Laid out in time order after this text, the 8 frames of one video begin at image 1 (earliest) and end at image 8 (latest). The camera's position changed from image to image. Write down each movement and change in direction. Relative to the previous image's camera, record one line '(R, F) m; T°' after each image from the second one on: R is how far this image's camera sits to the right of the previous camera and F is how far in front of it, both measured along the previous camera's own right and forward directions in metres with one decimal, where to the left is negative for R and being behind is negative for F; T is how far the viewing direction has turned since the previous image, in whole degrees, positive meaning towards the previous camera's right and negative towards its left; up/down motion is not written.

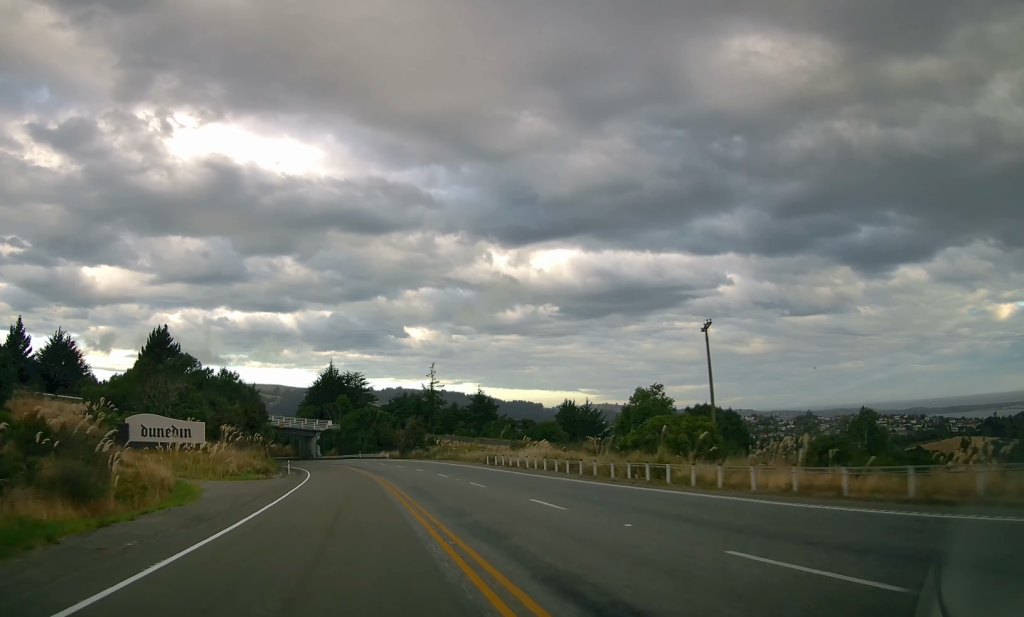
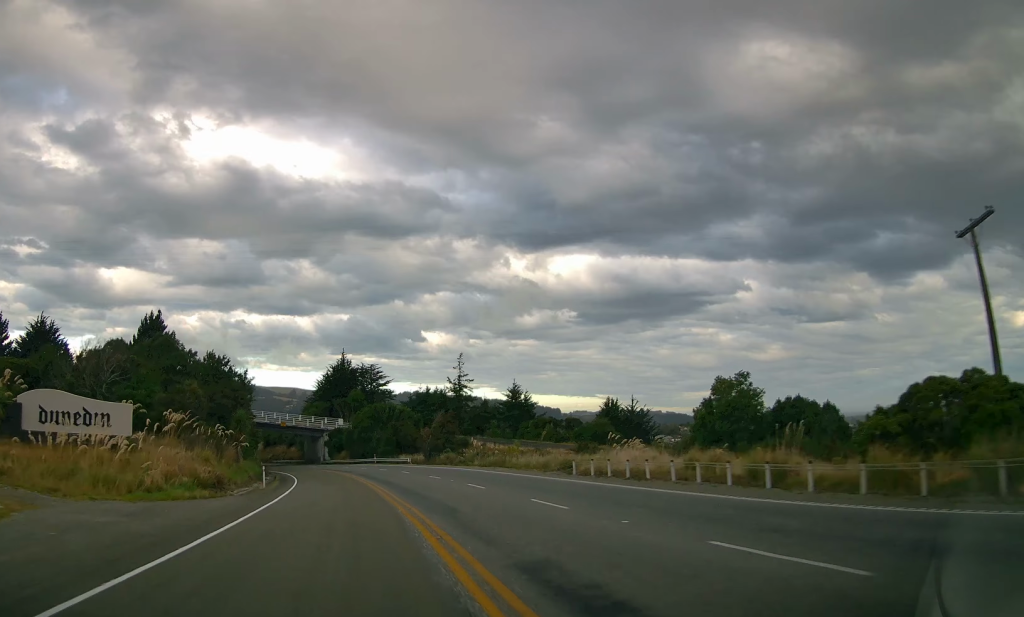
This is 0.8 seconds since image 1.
(-0.2, +20.3) m; -2°
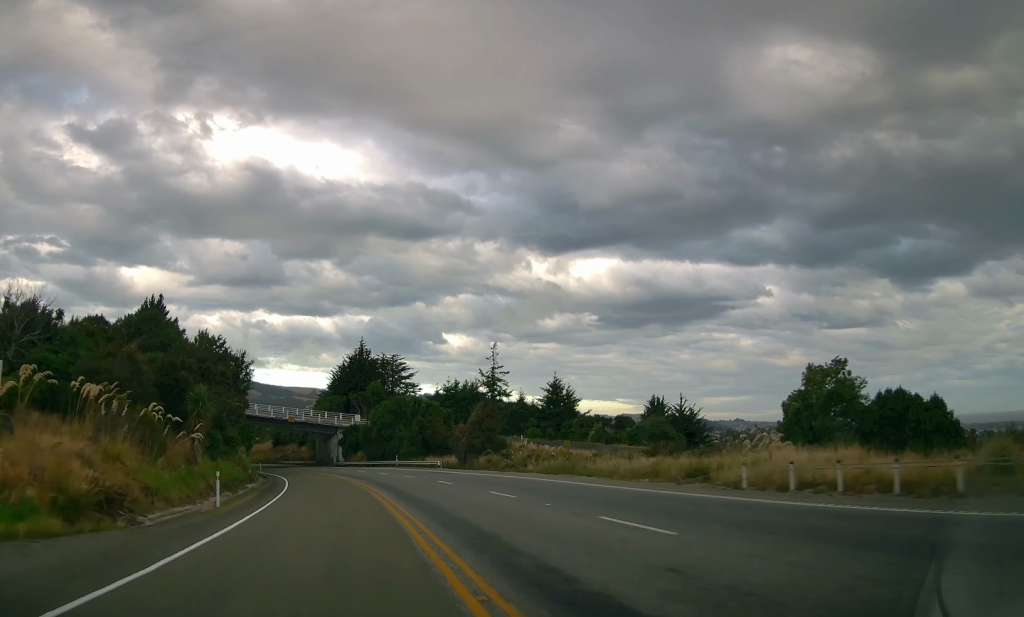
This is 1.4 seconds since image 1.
(-0.4, +15.0) m; -2°
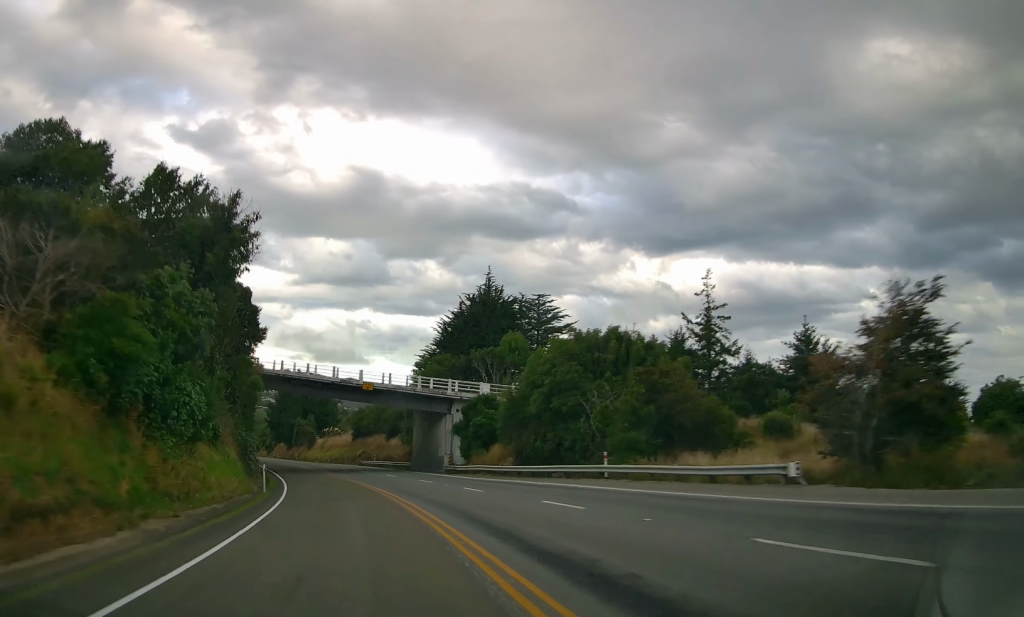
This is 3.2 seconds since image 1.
(-2.0, +44.4) m; -7°
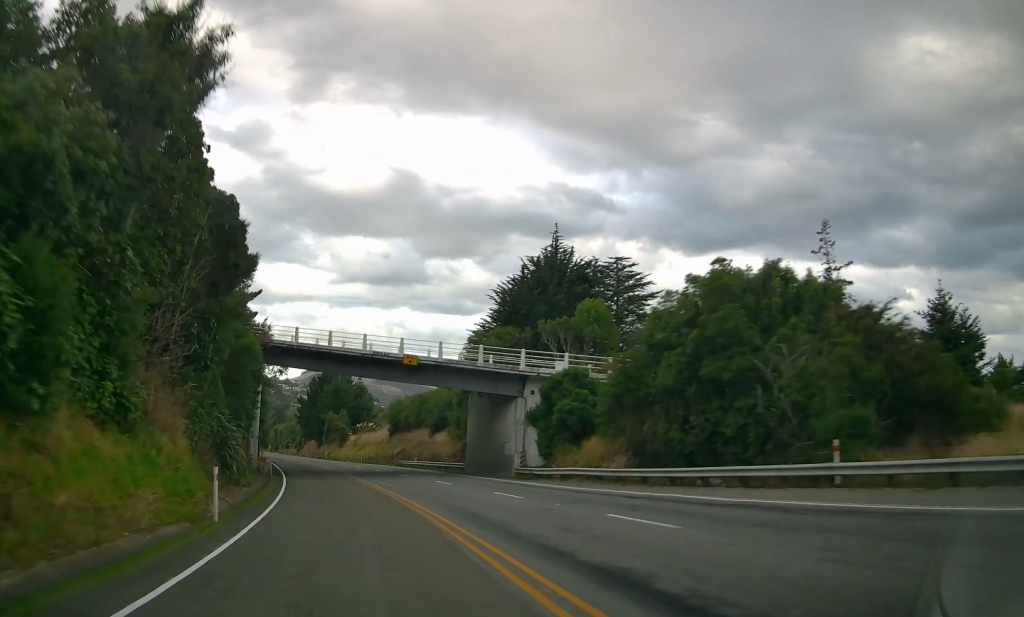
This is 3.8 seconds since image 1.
(-0.4, +14.7) m; -3°
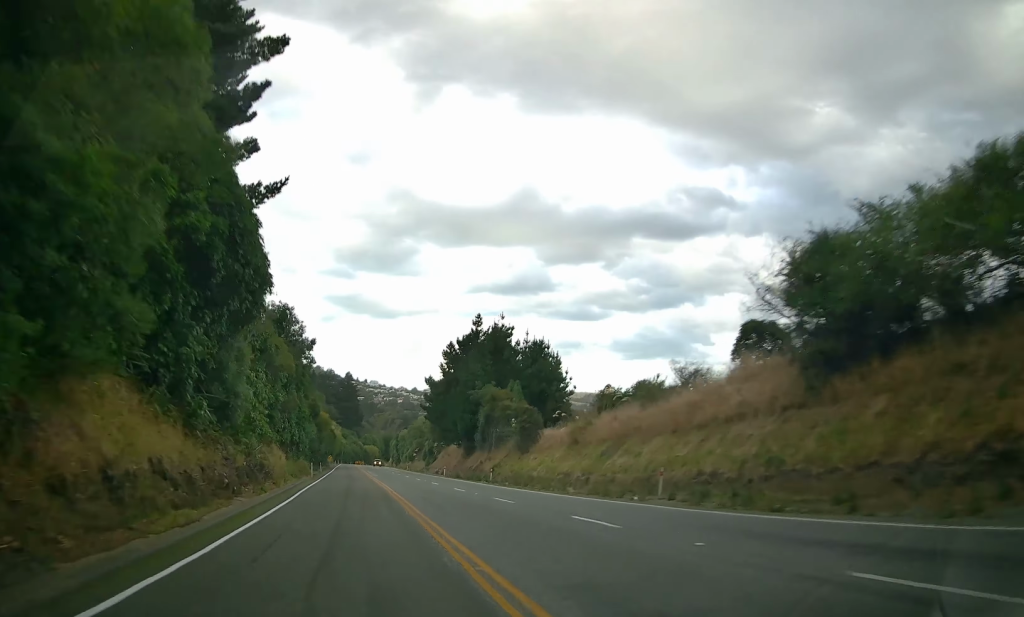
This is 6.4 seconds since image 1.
(-6.4, +65.3) m; -10°
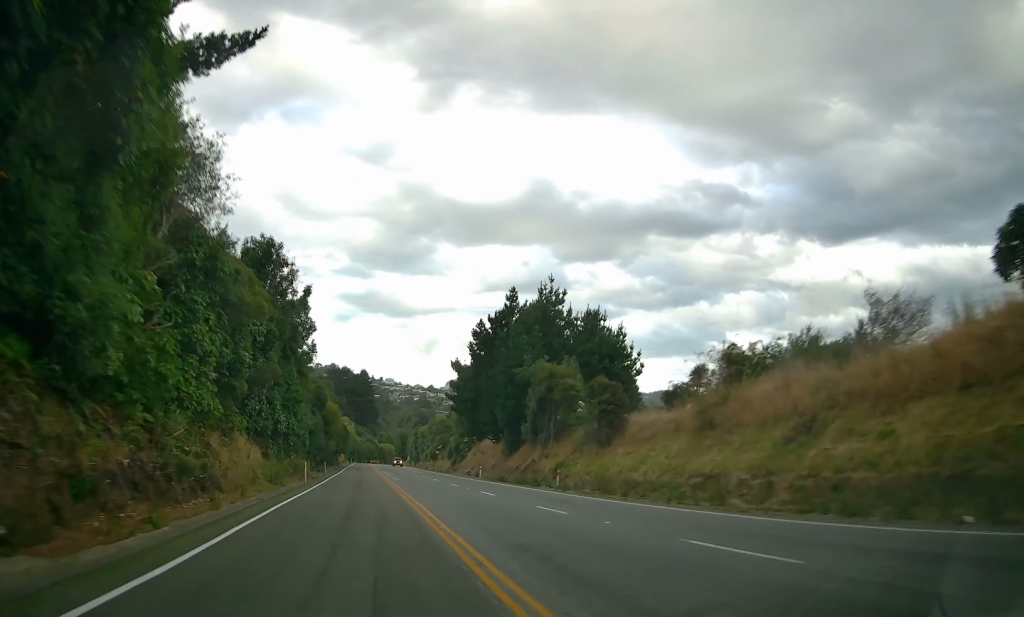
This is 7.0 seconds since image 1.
(-0.2, +15.3) m; -1°
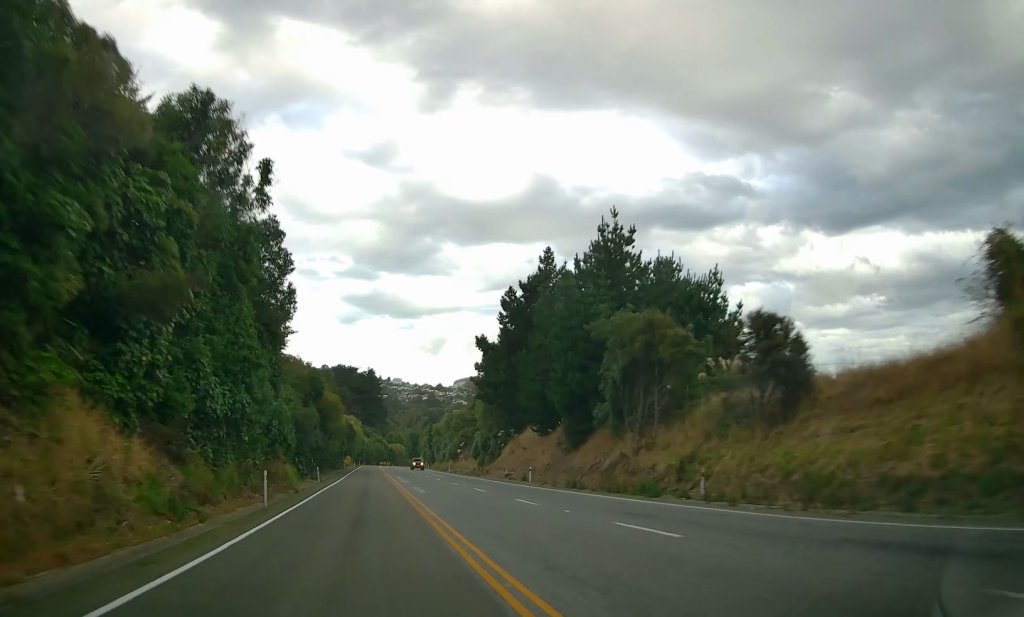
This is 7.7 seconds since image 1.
(-0.1, +16.2) m; -1°
